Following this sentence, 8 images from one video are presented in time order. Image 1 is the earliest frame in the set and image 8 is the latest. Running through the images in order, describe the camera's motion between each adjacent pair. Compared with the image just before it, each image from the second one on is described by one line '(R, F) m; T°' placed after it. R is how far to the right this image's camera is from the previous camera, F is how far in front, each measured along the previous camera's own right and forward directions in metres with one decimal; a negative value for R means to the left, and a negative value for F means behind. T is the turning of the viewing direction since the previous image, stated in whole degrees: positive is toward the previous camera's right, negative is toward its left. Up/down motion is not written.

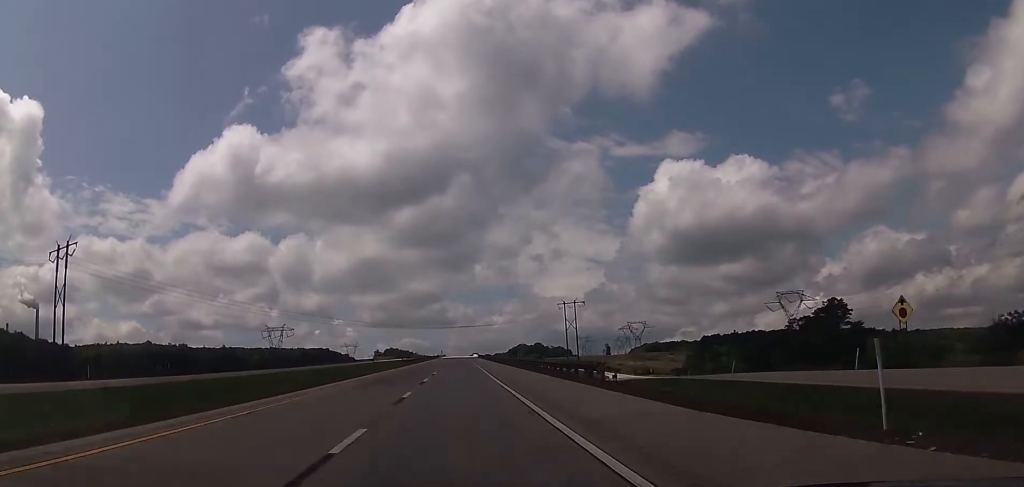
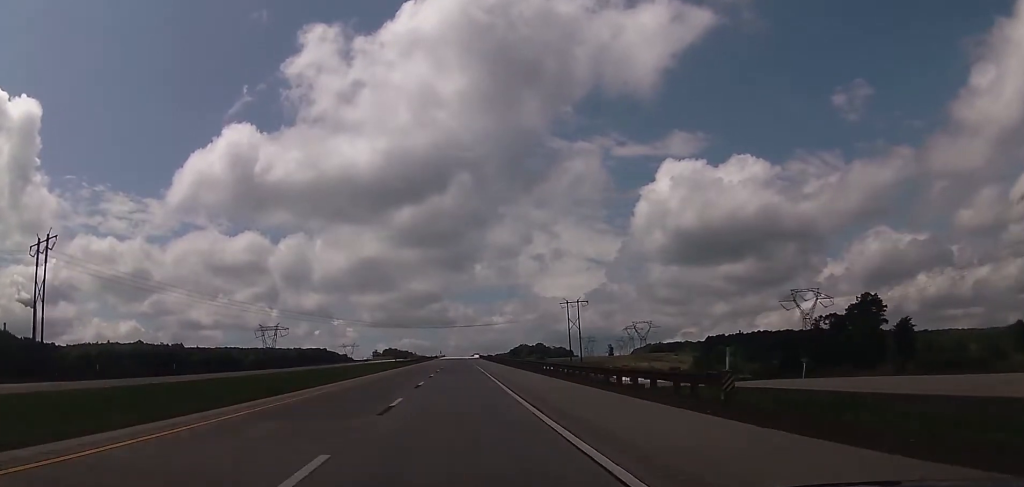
(+0.2, +15.3) m; 0°
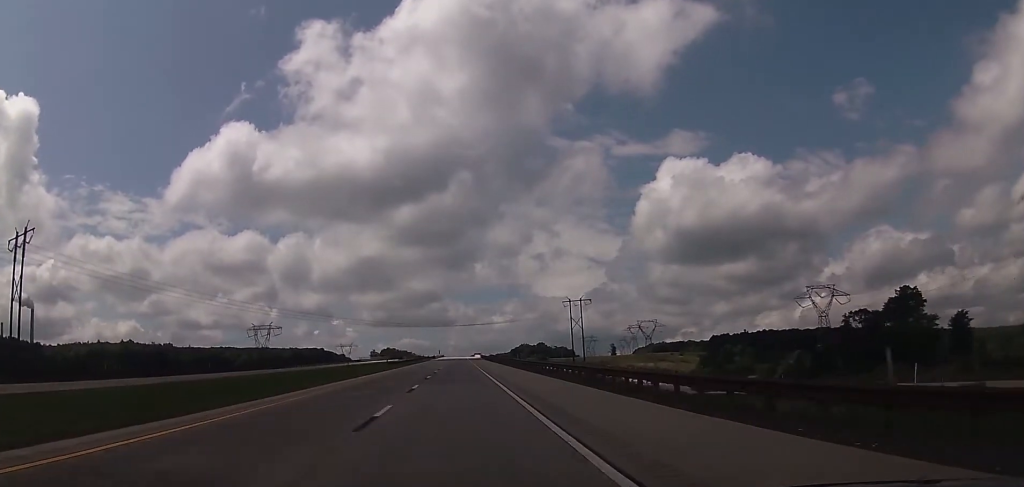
(+0.2, +15.3) m; 0°
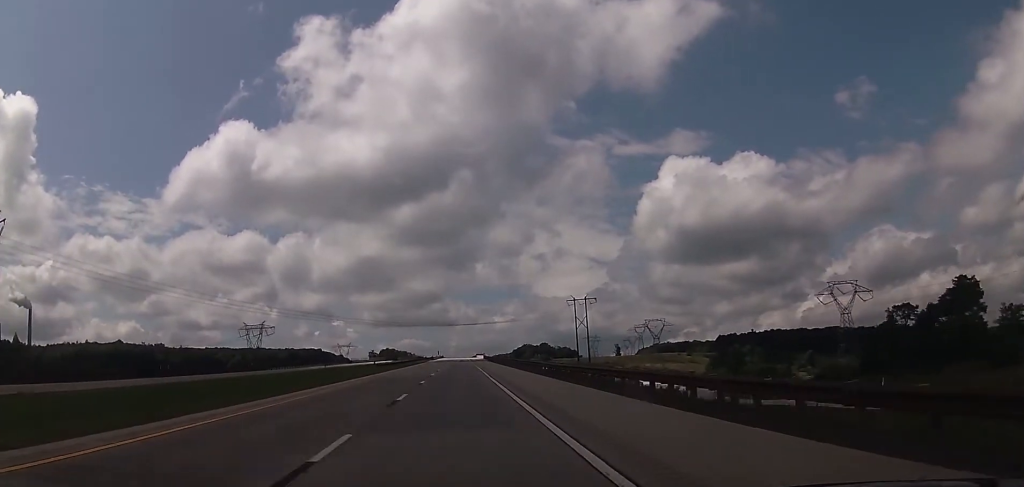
(-0.2, +18.6) m; 0°
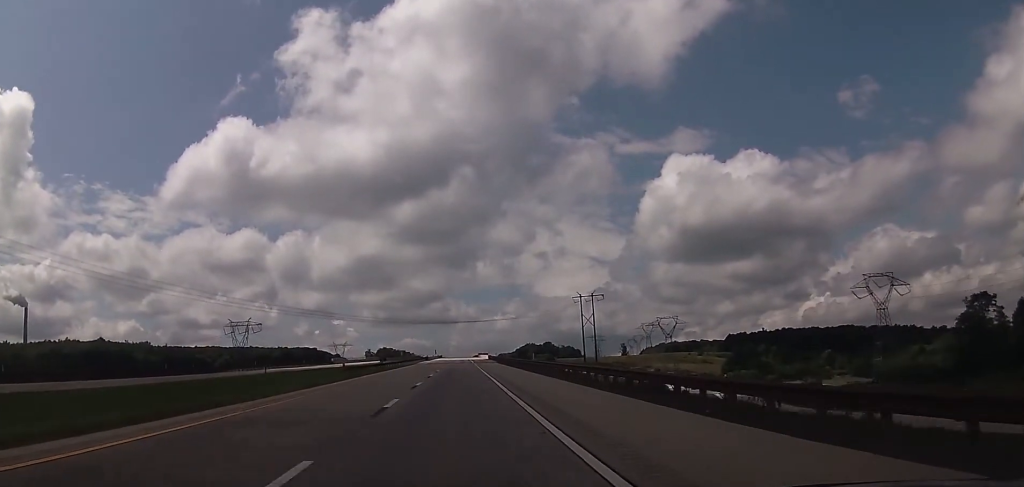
(-0.2, +27.4) m; 0°
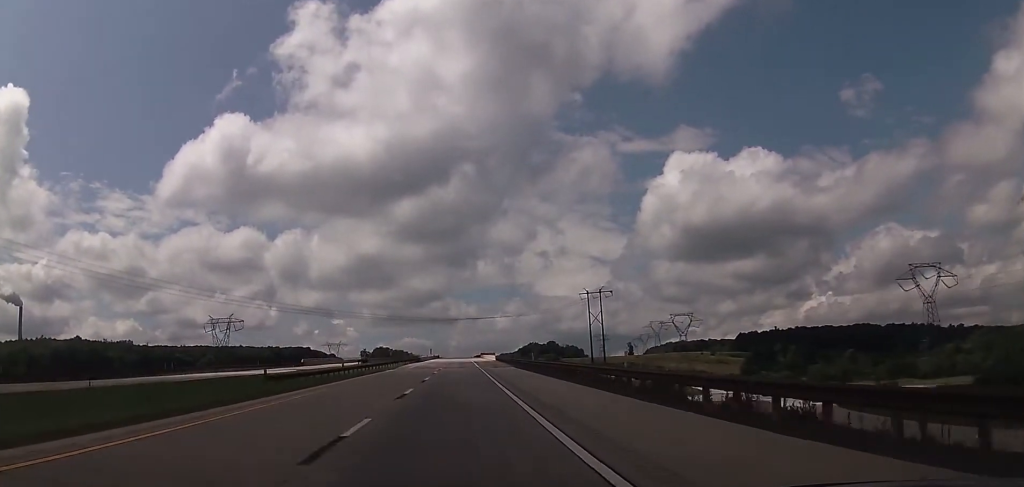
(+0.1, +30.7) m; +1°
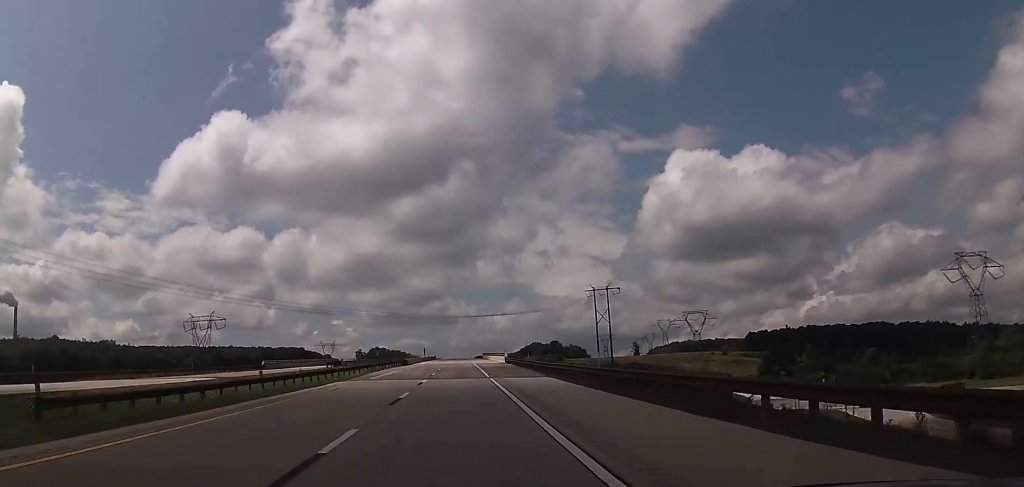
(+0.3, +26.2) m; 0°
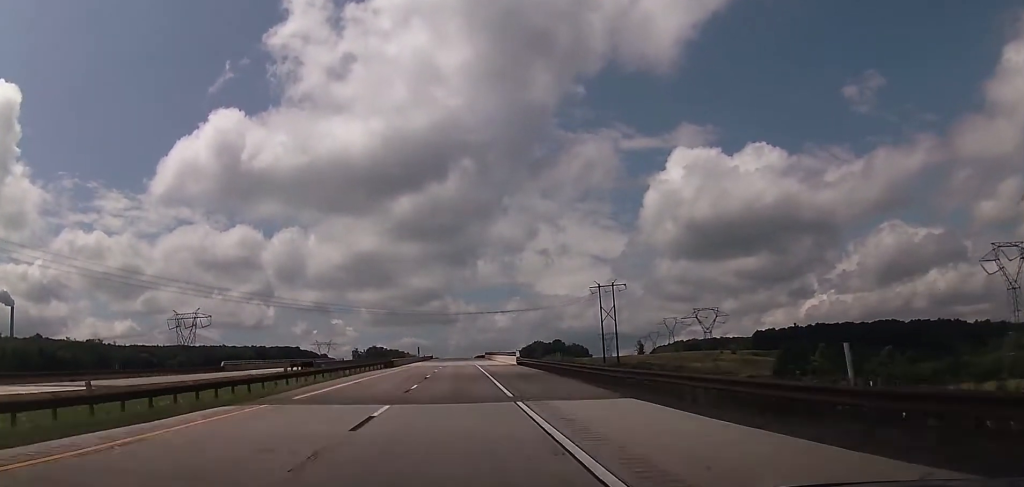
(-0.3, +18.5) m; -1°
